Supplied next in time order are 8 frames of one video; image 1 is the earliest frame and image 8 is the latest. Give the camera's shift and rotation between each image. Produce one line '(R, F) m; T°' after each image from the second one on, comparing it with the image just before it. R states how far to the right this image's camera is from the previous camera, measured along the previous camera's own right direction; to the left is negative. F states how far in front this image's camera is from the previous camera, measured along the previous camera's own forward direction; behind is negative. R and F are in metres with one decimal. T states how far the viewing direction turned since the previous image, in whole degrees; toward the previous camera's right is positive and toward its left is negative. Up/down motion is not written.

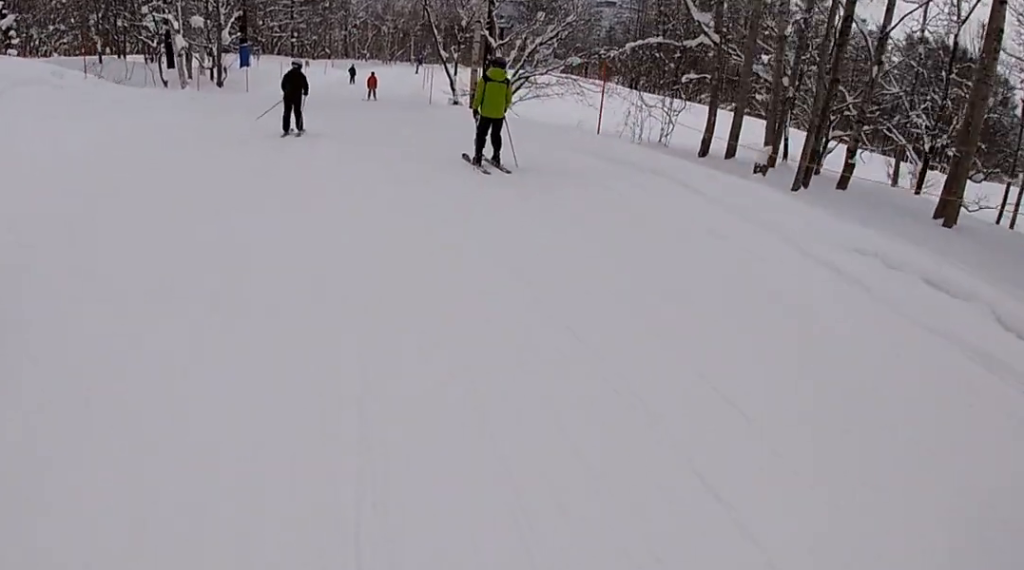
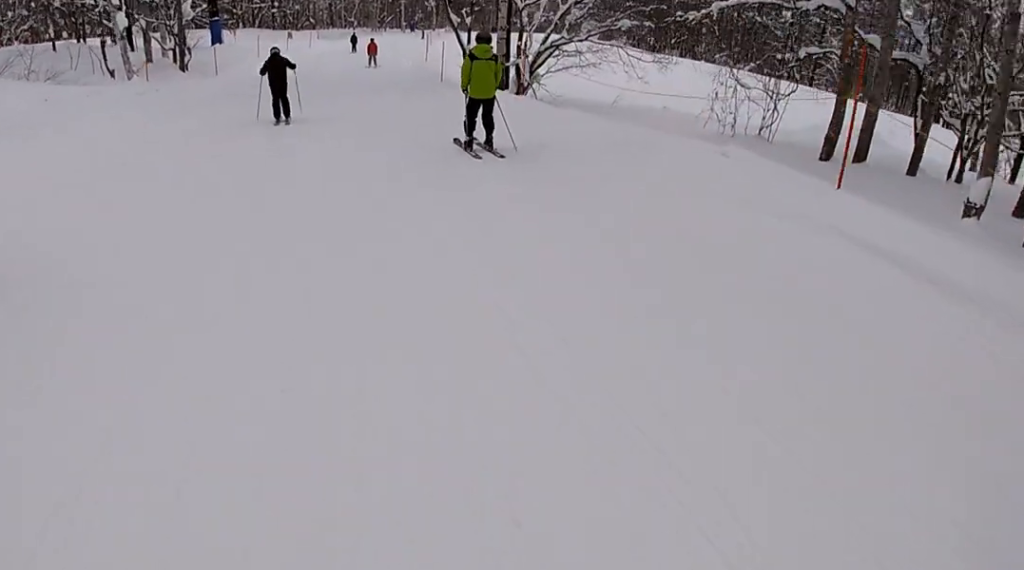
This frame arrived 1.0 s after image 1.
(0.0, +6.3) m; 0°
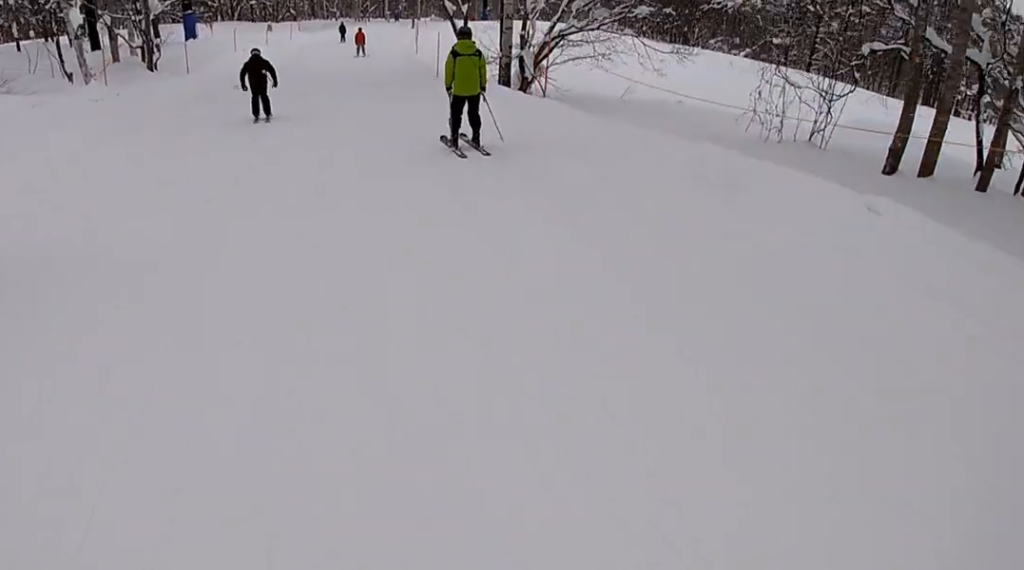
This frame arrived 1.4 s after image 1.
(0.0, +2.8) m; 0°
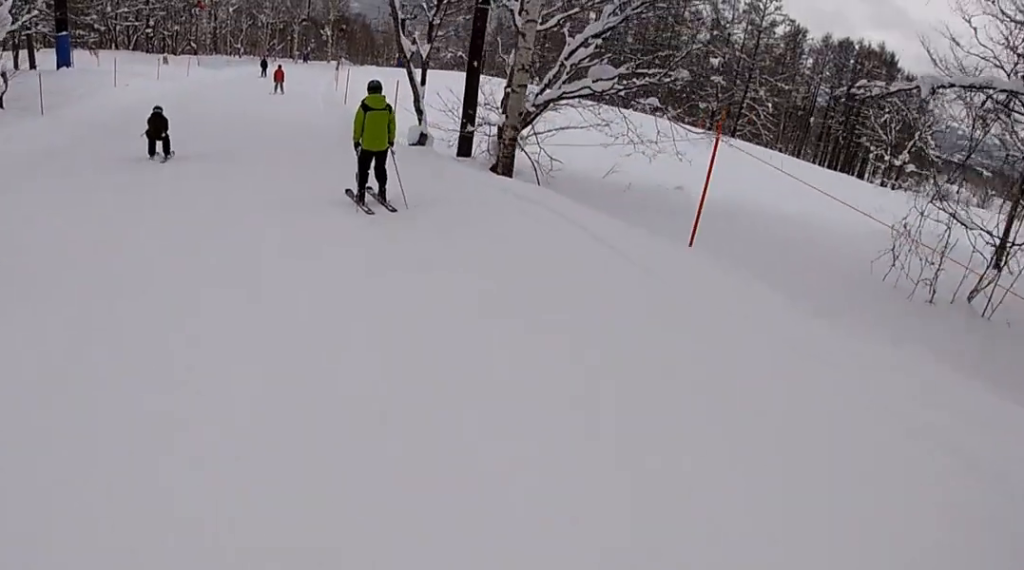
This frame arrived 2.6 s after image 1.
(0.0, +7.8) m; 0°
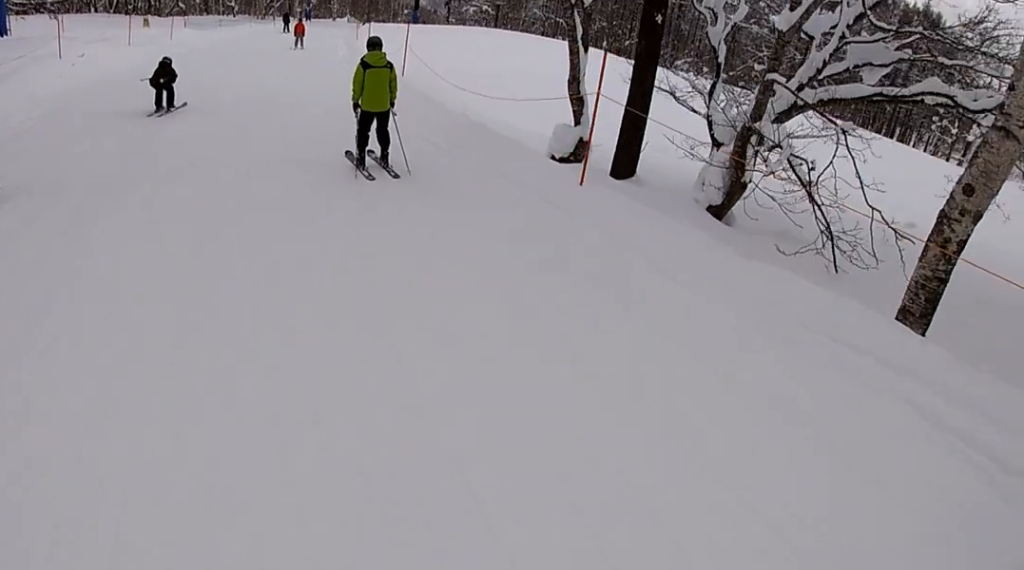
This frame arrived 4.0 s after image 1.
(0.0, +9.1) m; 0°
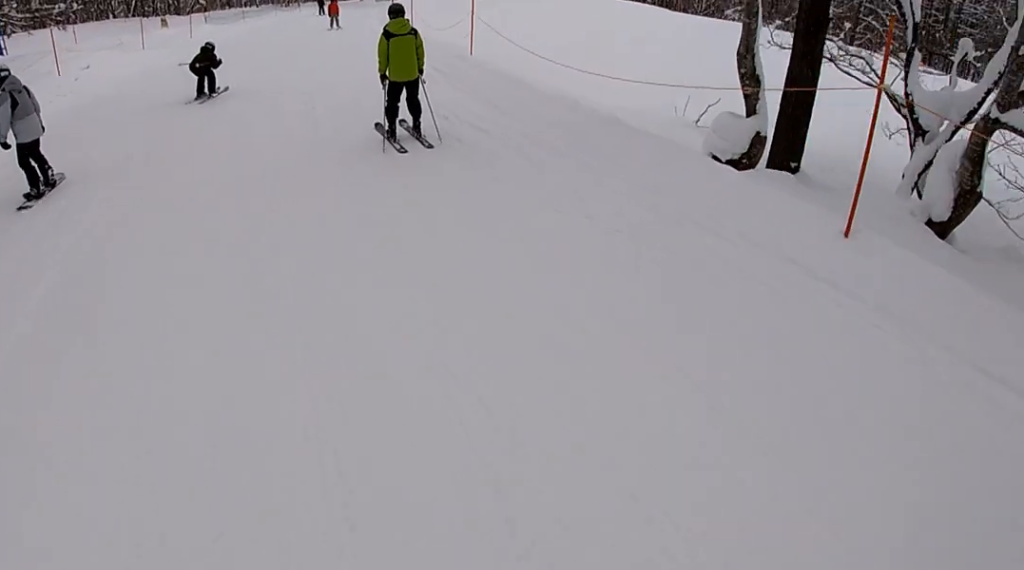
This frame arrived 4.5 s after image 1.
(0.0, +3.5) m; 0°
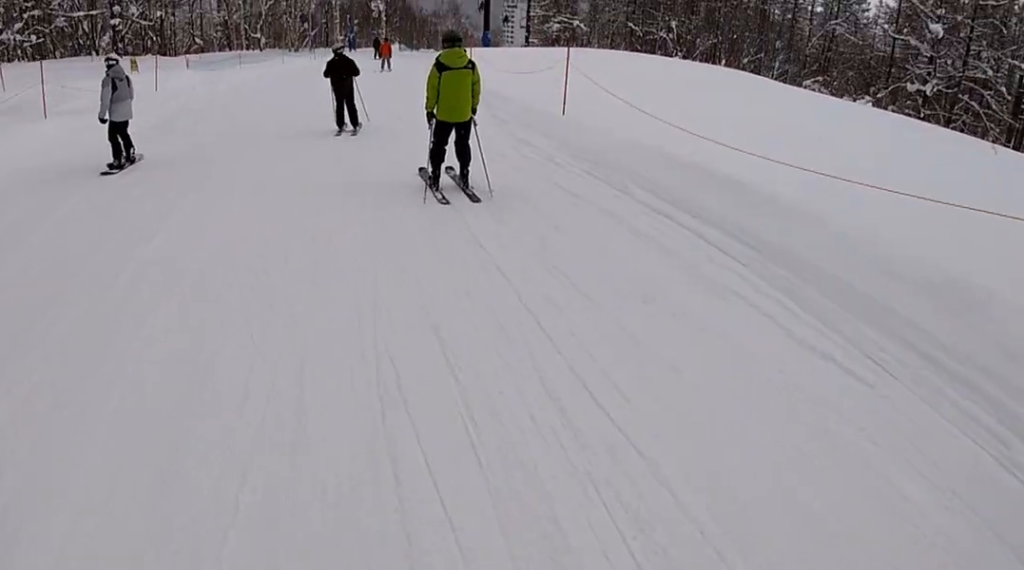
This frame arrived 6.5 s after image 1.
(0.0, +13.2) m; 0°
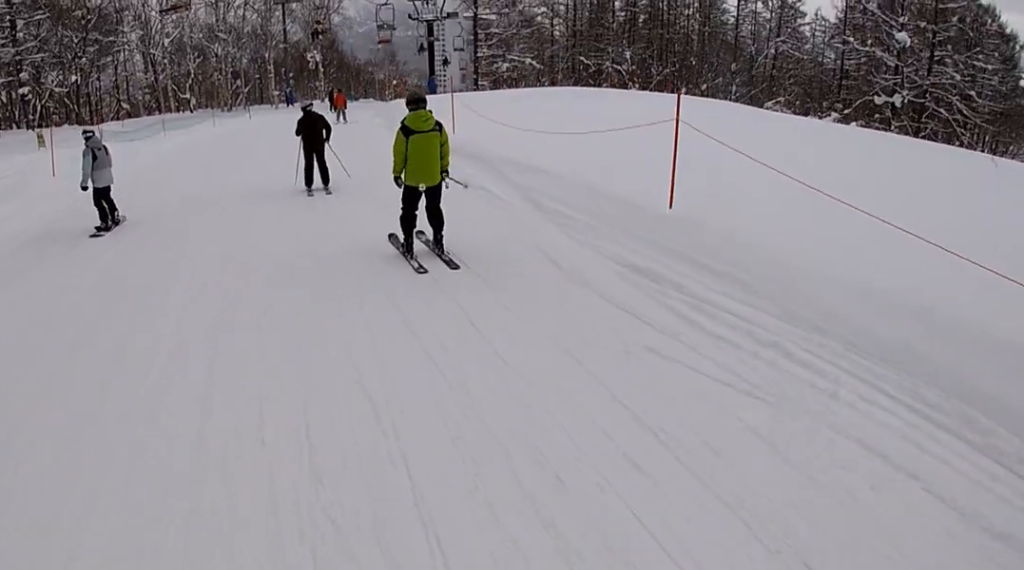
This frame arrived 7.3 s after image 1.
(0.0, +5.5) m; 0°
